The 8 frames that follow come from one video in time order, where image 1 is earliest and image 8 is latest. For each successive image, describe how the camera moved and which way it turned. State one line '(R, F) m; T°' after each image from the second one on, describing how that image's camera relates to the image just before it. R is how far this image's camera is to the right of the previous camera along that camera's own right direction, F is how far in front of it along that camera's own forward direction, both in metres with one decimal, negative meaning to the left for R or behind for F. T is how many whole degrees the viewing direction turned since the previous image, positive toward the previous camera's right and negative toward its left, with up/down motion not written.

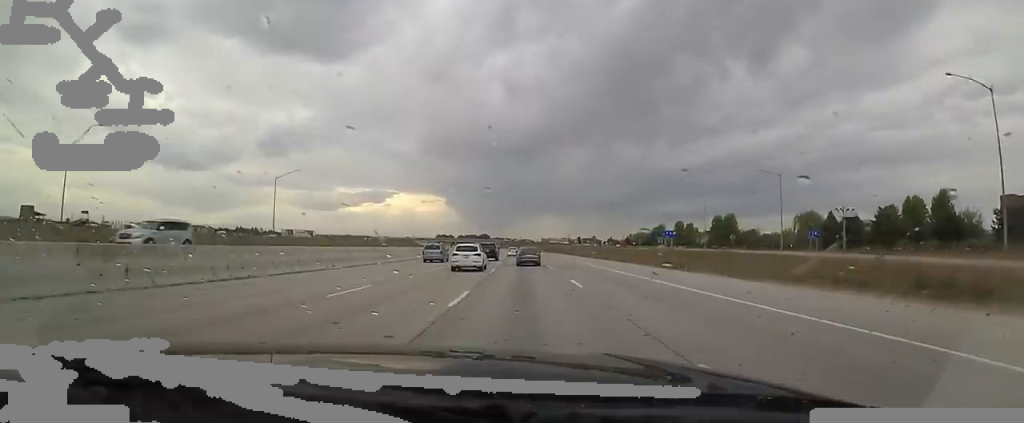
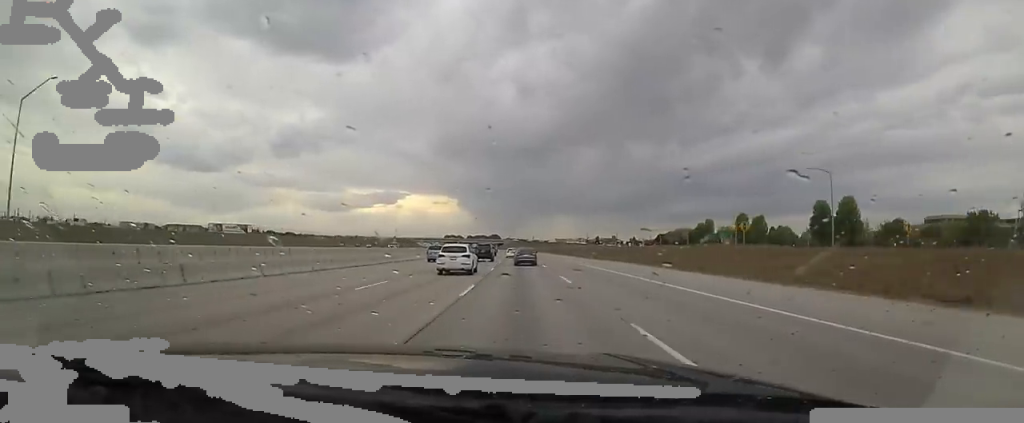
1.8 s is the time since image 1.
(+0.2, +57.2) m; 0°
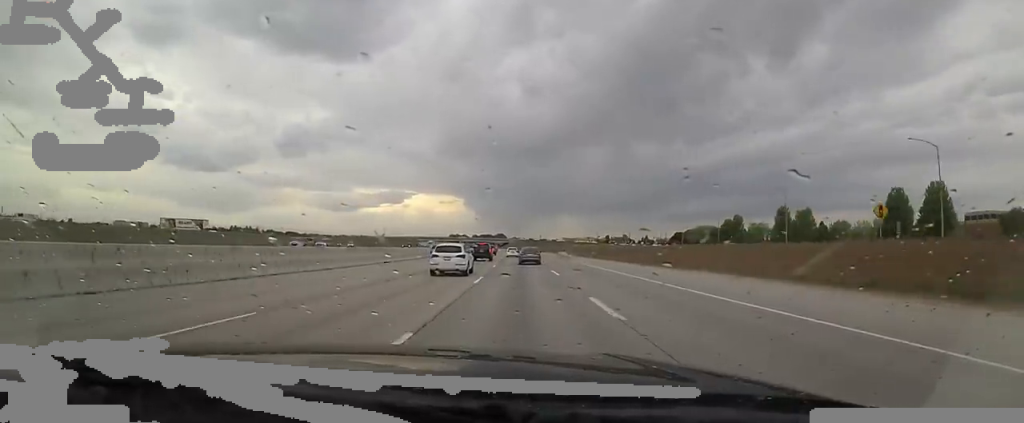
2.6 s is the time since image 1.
(0.0, +25.5) m; 0°
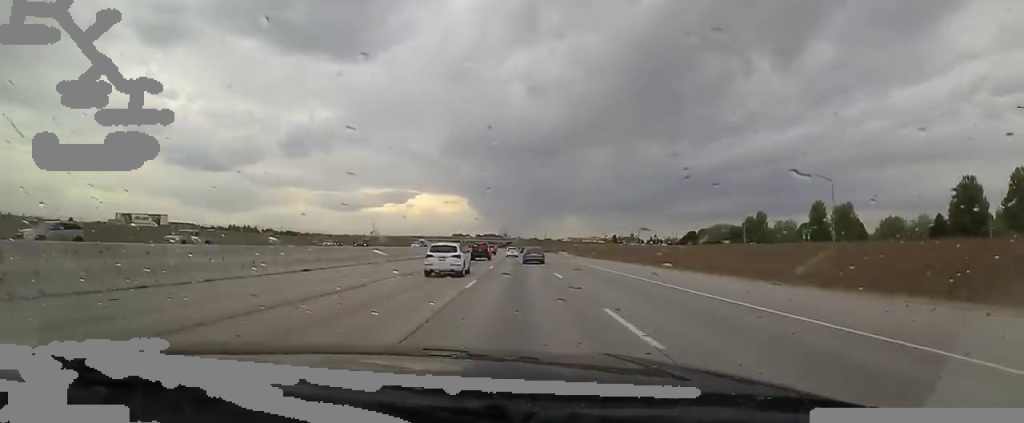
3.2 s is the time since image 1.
(0.0, +18.1) m; -1°
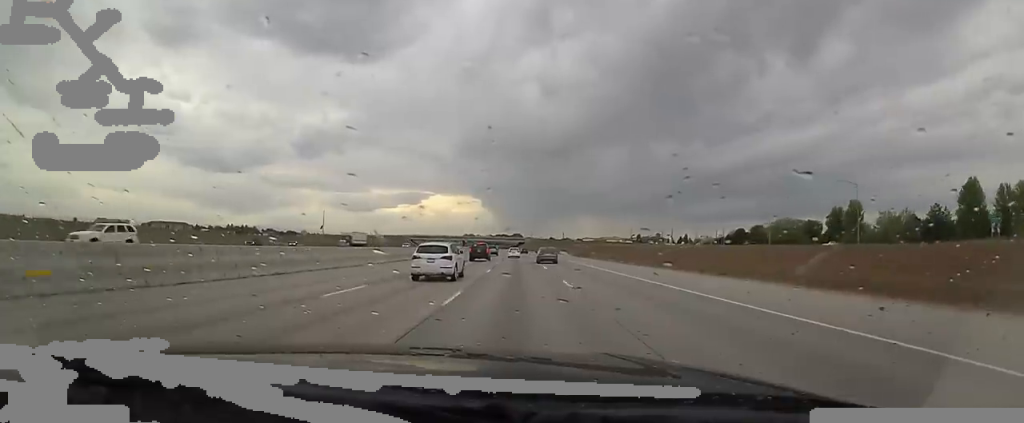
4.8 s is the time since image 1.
(-2.1, +50.6) m; -3°
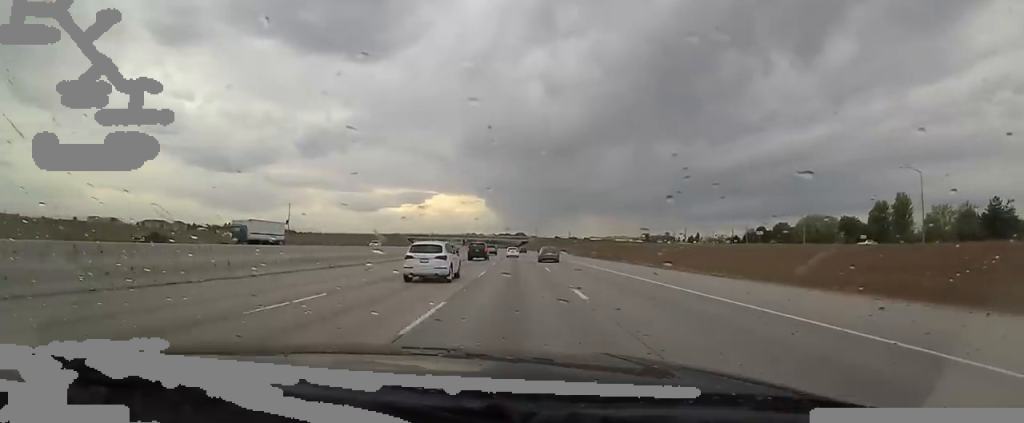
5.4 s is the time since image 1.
(+0.3, +18.9) m; 0°
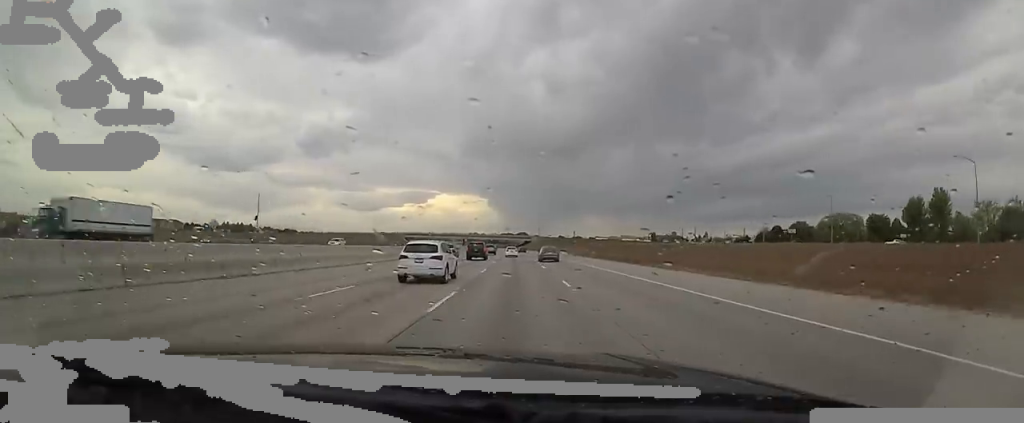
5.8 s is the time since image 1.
(+0.5, +12.6) m; 0°
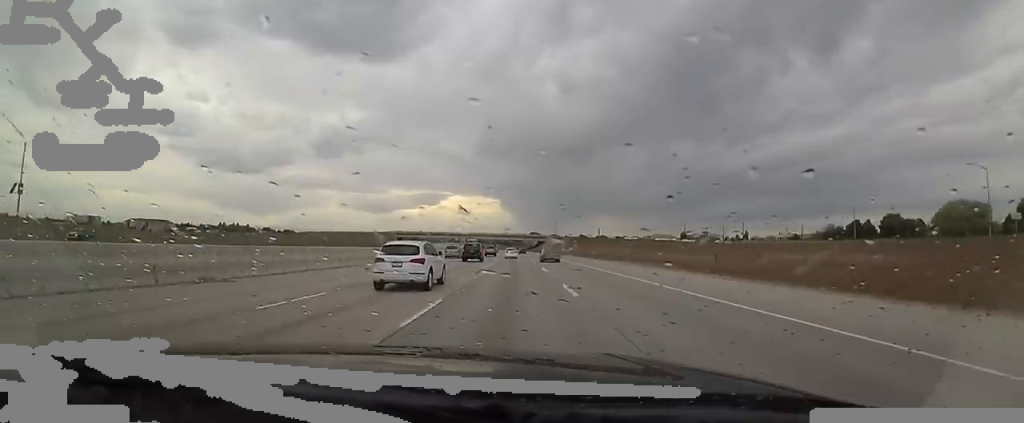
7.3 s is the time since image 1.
(-1.2, +49.1) m; -2°
